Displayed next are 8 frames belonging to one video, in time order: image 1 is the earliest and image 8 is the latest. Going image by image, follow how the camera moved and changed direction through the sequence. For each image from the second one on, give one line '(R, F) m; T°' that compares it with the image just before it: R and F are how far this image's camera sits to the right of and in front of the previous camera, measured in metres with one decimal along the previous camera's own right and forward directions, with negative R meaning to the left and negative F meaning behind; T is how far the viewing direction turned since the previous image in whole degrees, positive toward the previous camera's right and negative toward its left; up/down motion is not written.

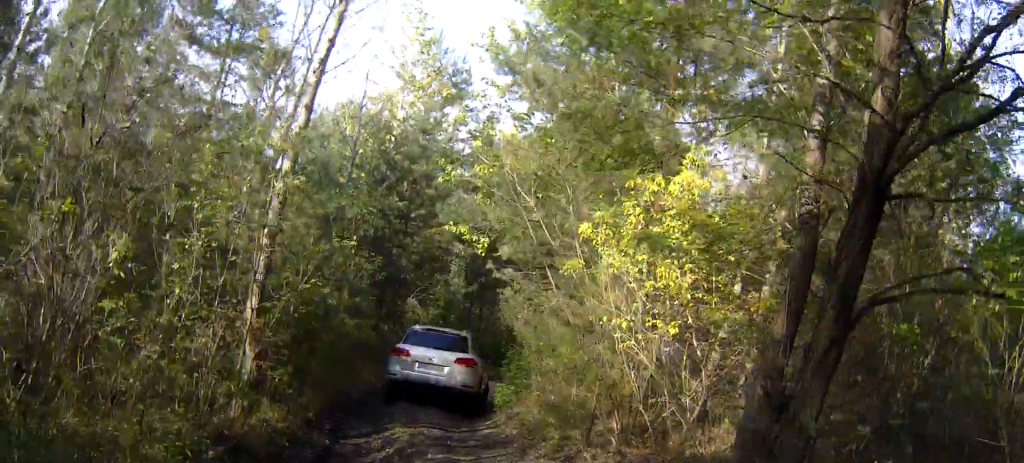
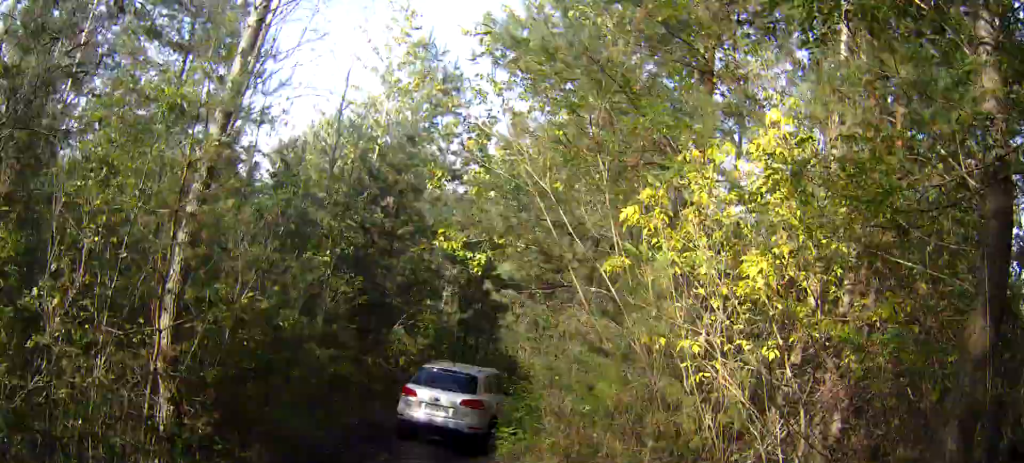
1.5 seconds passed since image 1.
(0.0, +2.0) m; 0°
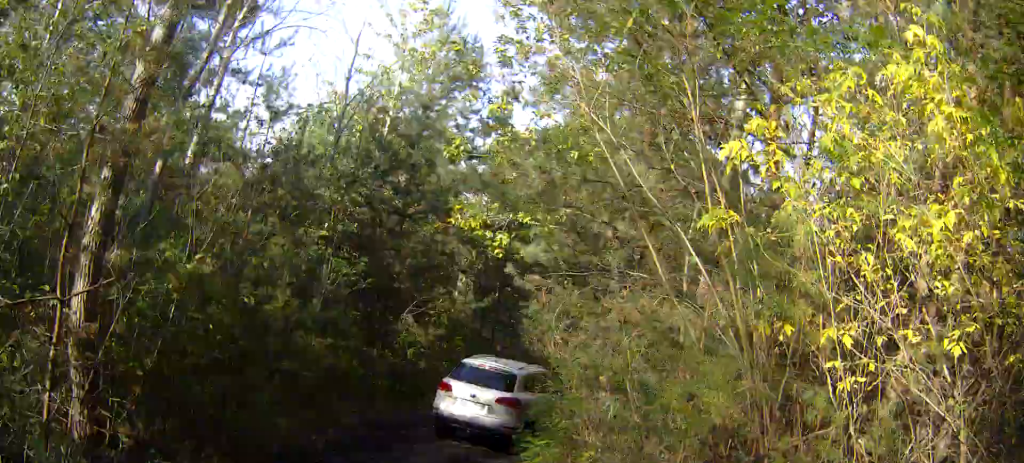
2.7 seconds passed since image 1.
(0.0, +2.1) m; +6°
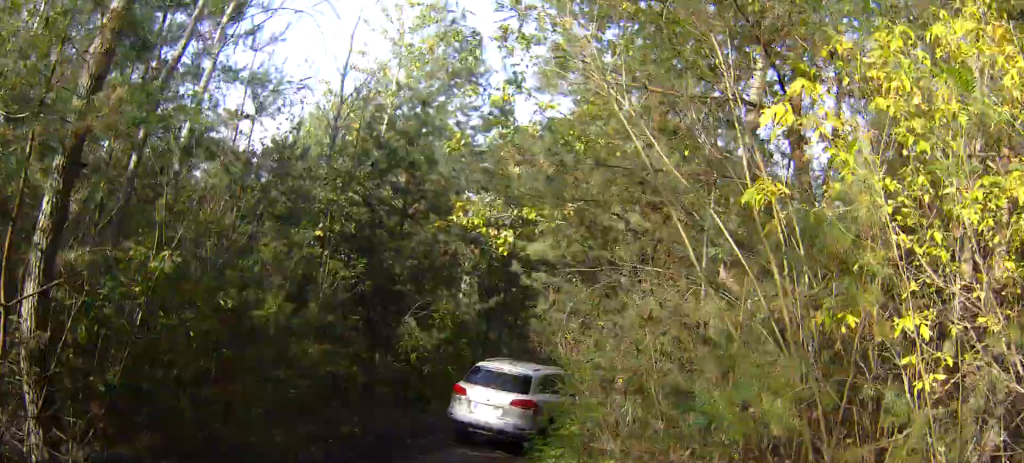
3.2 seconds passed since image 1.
(0.0, +0.7) m; +3°
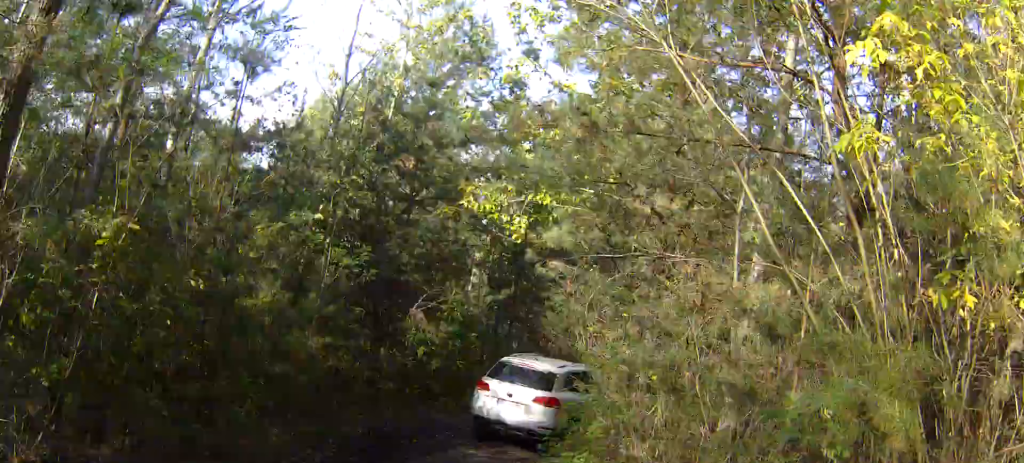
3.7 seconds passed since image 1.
(+0.1, +0.6) m; 0°
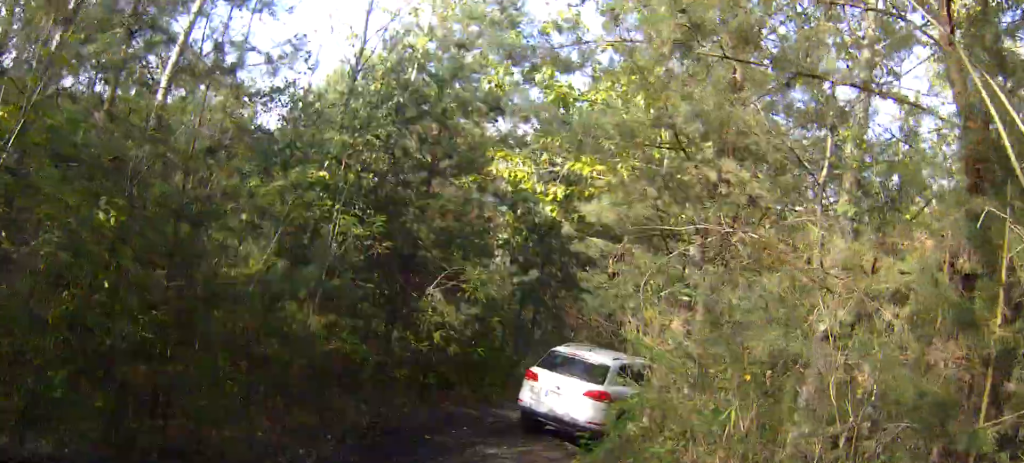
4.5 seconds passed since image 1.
(+0.2, +0.9) m; 0°
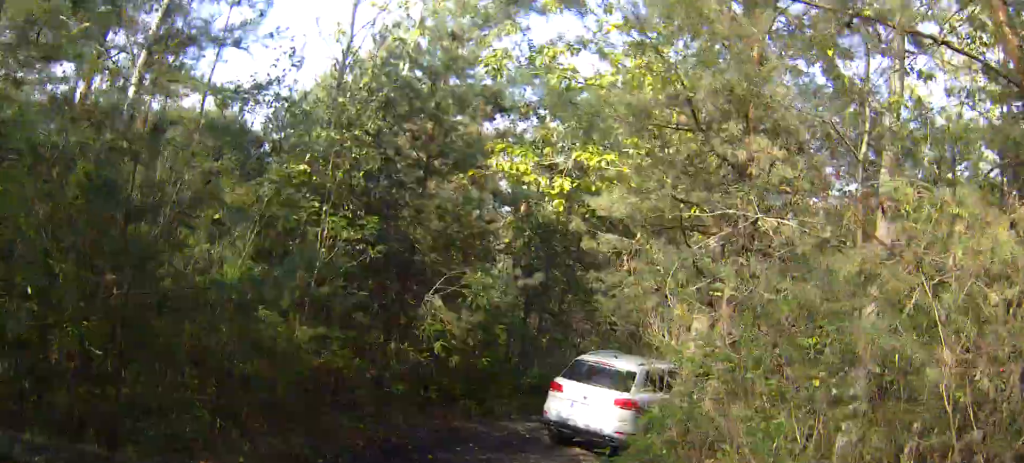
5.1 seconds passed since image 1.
(+0.1, +0.5) m; 0°
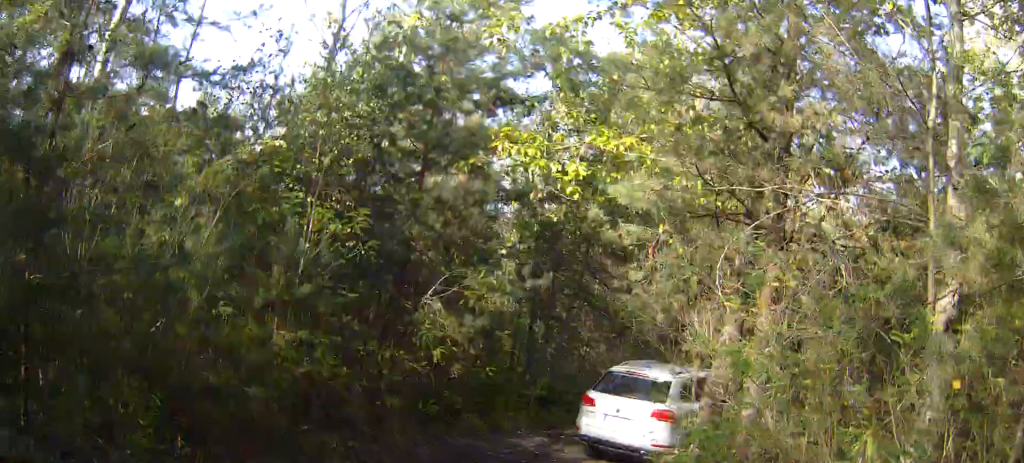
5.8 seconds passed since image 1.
(+0.1, +0.5) m; 0°
